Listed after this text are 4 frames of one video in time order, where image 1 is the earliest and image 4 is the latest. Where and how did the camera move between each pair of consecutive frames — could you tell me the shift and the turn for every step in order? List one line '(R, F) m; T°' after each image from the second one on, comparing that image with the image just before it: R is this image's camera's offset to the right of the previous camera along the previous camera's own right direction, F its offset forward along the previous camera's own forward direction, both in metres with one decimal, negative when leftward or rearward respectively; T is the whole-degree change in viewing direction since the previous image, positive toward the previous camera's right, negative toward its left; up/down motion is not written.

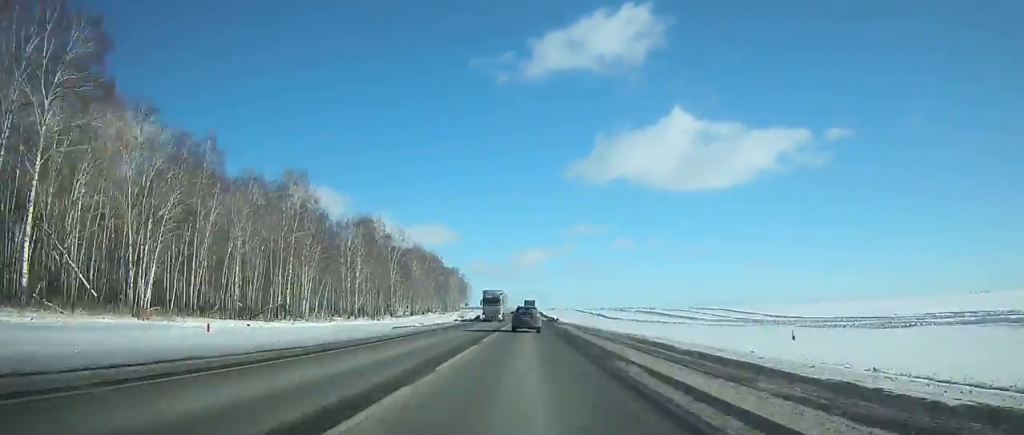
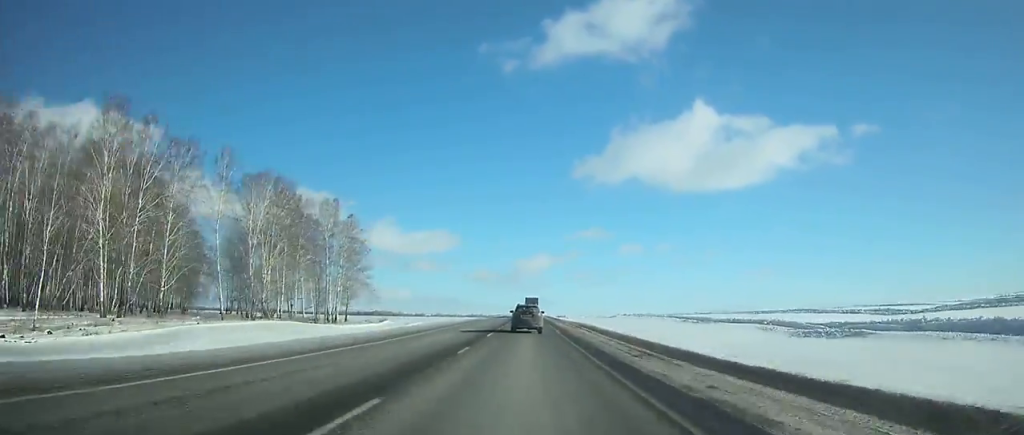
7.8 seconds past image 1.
(-0.5, +202.6) m; 0°
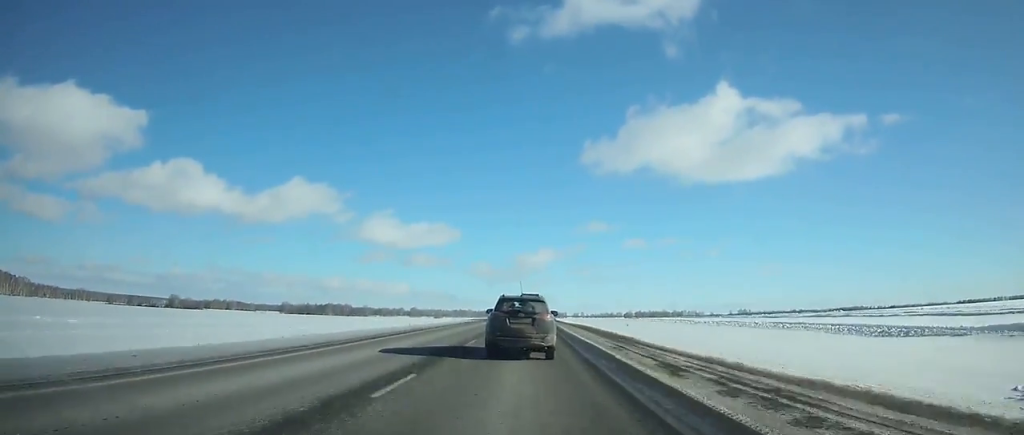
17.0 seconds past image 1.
(+0.7, +231.3) m; 0°
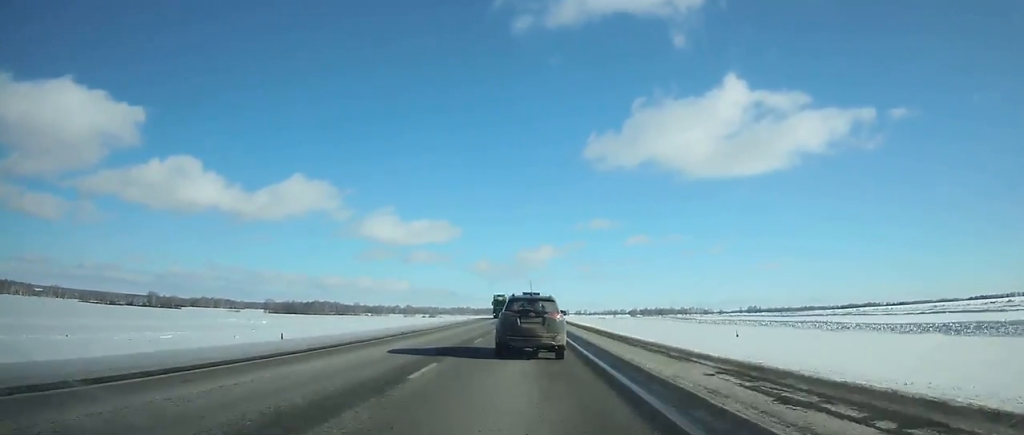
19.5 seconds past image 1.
(-0.1, +58.6) m; 0°
